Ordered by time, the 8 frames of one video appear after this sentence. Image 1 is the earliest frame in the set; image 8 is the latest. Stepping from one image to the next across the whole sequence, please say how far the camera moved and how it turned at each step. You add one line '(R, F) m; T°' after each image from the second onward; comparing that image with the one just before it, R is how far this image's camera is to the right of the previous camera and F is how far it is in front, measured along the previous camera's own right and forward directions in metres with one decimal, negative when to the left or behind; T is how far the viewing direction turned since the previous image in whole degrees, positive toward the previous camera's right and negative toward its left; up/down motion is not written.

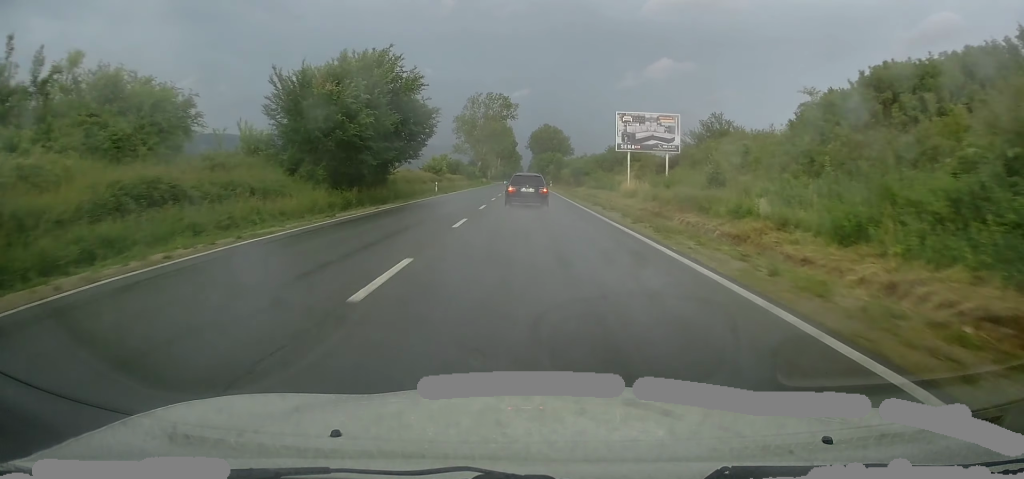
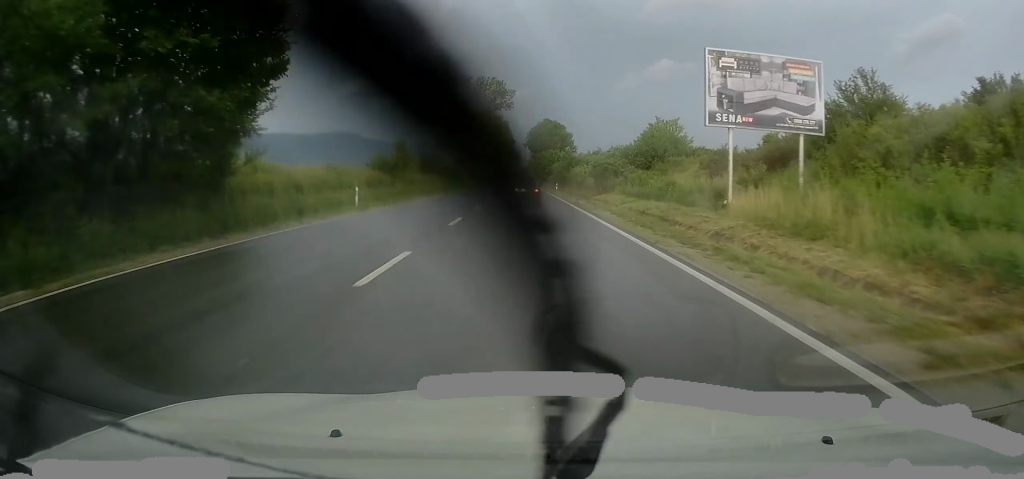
(-0.4, +25.9) m; -1°
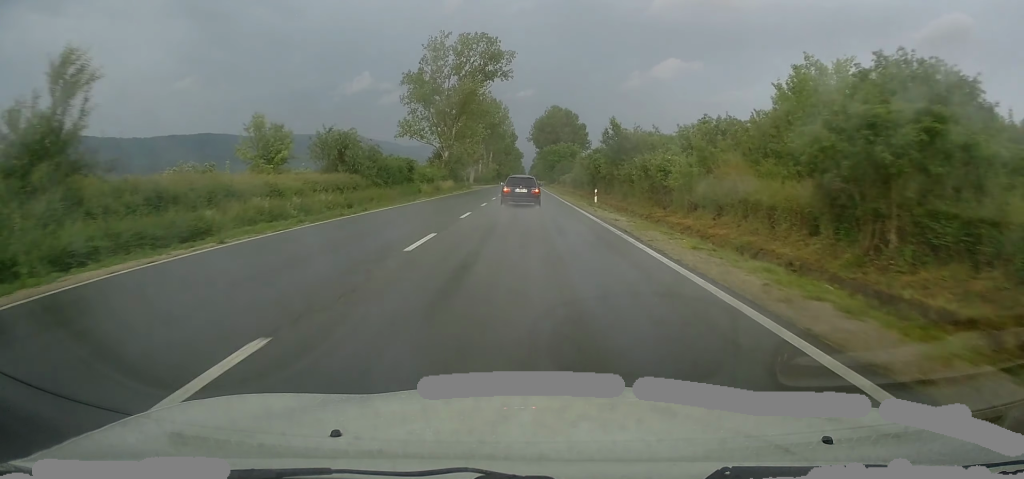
(+0.5, +41.1) m; +1°
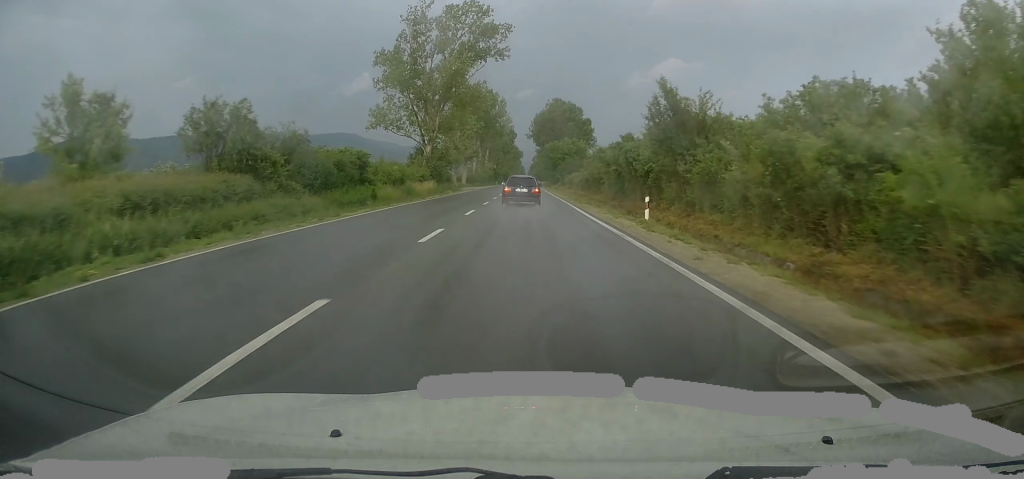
(0.0, +16.0) m; 0°
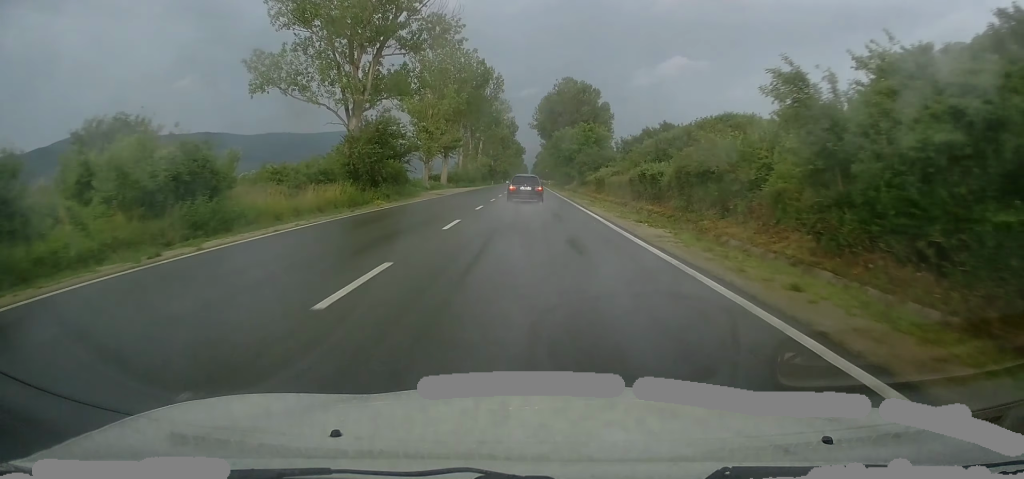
(+0.1, +32.8) m; 0°
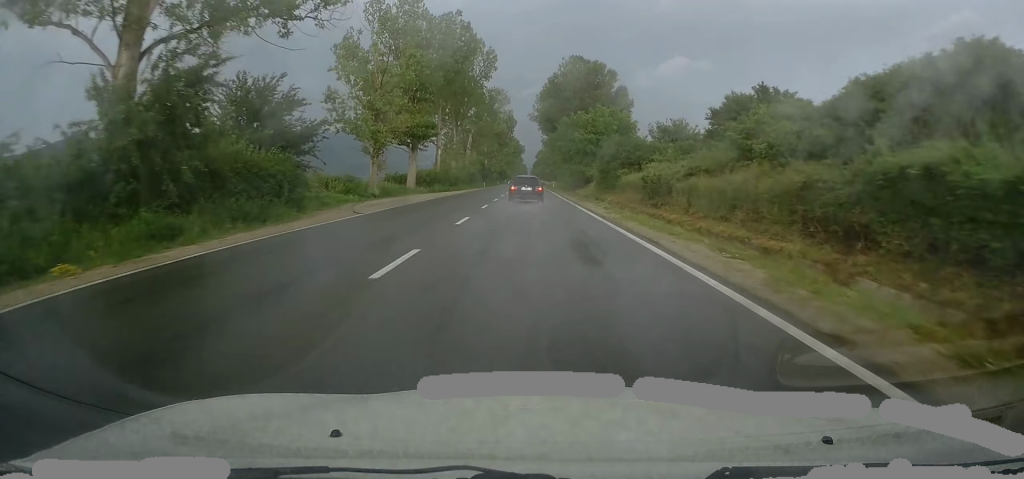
(-0.3, +24.9) m; -1°
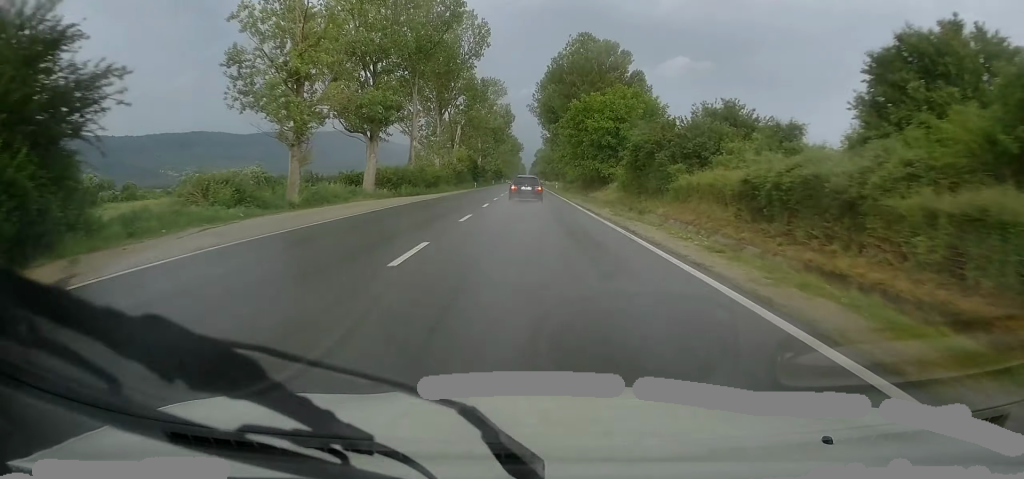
(-0.1, +16.9) m; 0°
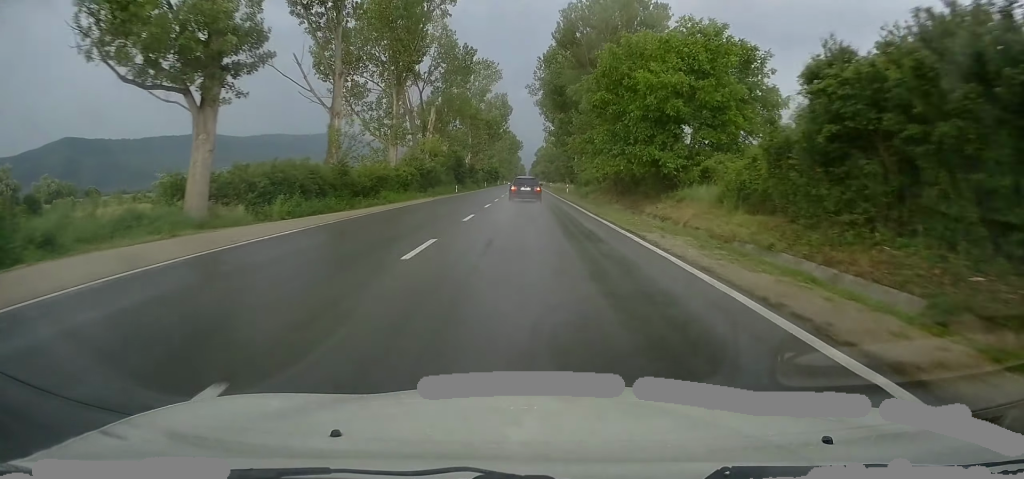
(0.0, +25.8) m; 0°
